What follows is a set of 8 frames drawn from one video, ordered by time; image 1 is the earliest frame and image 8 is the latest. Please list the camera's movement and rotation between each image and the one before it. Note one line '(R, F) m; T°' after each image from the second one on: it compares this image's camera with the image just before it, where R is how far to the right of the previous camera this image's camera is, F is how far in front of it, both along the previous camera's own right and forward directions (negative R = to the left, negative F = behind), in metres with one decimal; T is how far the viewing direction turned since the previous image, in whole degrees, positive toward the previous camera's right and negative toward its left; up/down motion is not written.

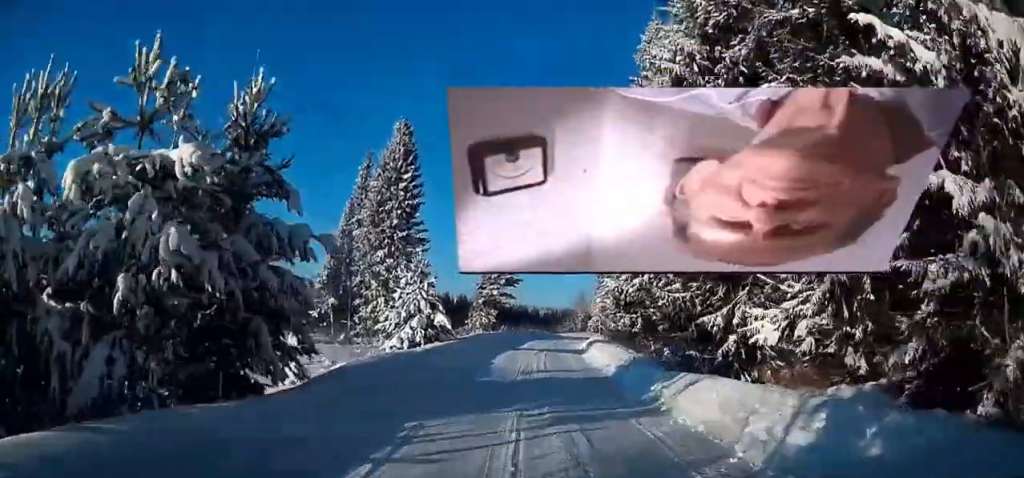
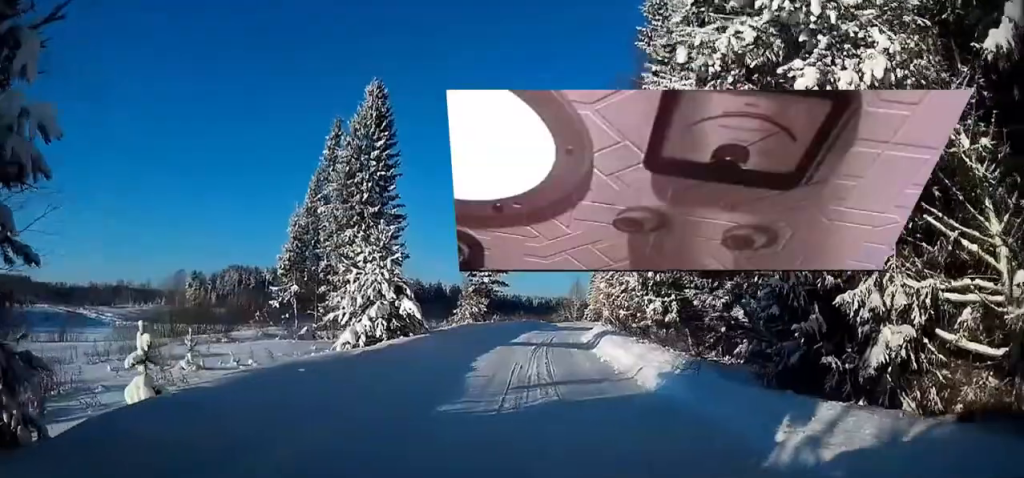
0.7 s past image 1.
(+0.2, +7.1) m; 0°
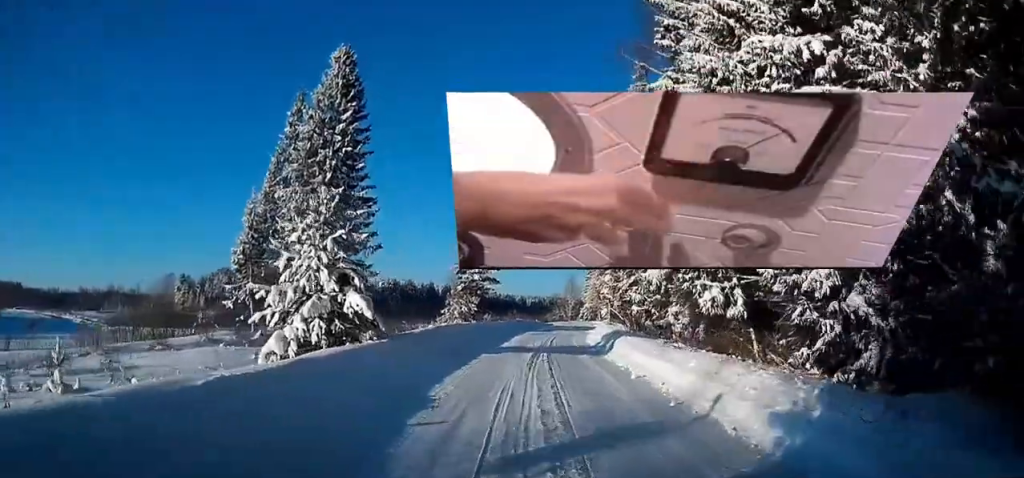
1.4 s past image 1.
(+0.1, +6.5) m; -2°
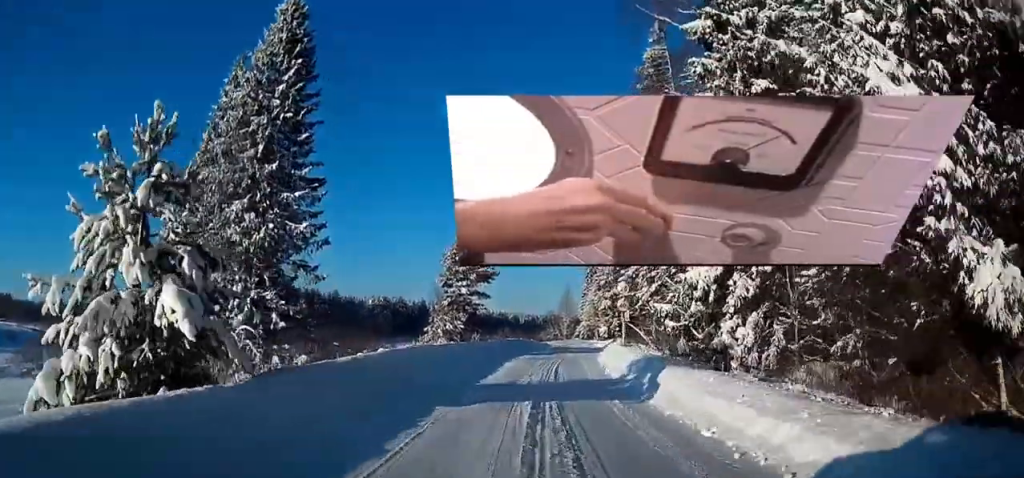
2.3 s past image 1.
(-0.6, +8.8) m; 0°
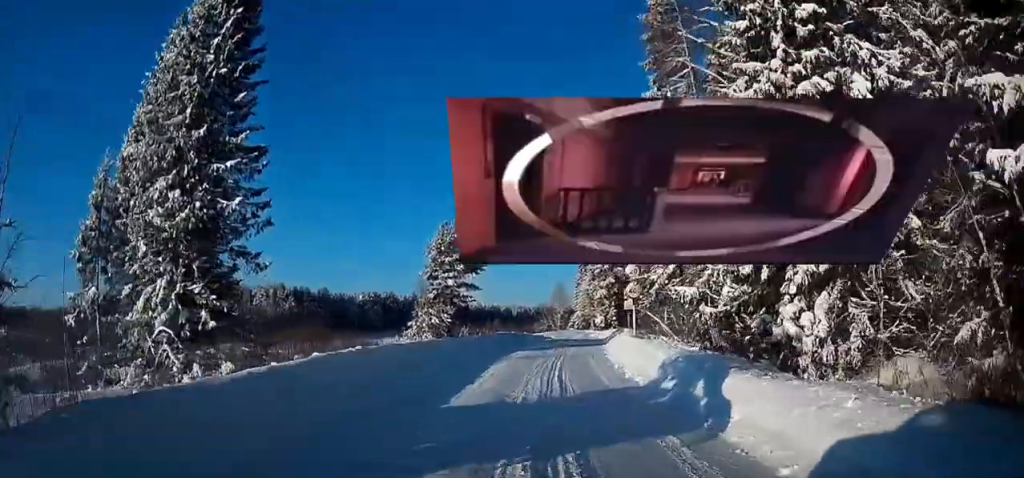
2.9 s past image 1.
(+0.3, +5.4) m; +1°
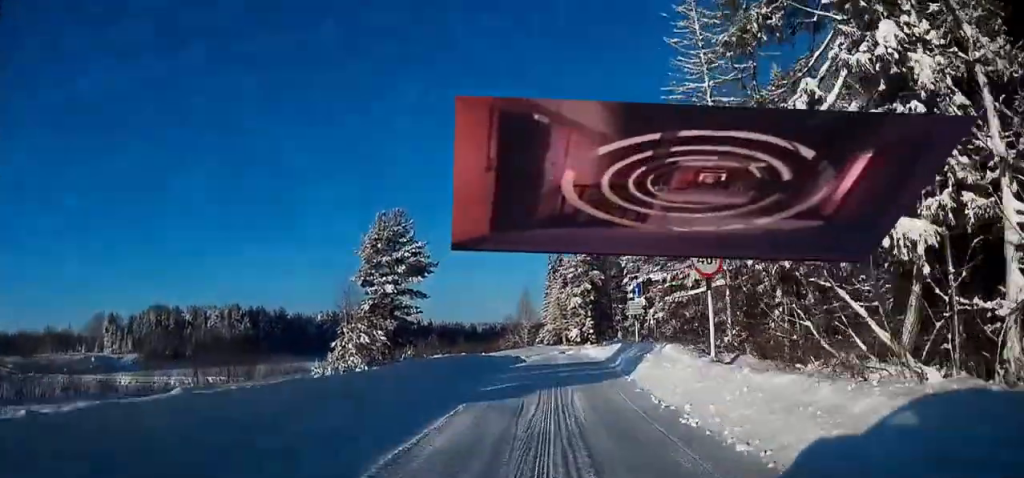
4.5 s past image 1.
(+0.2, +15.4) m; 0°
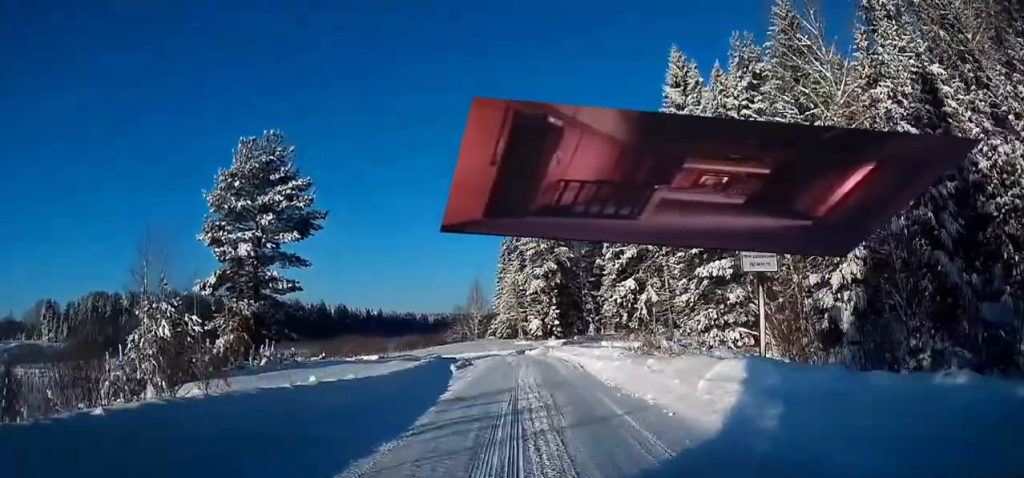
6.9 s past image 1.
(+0.2, +21.2) m; +2°
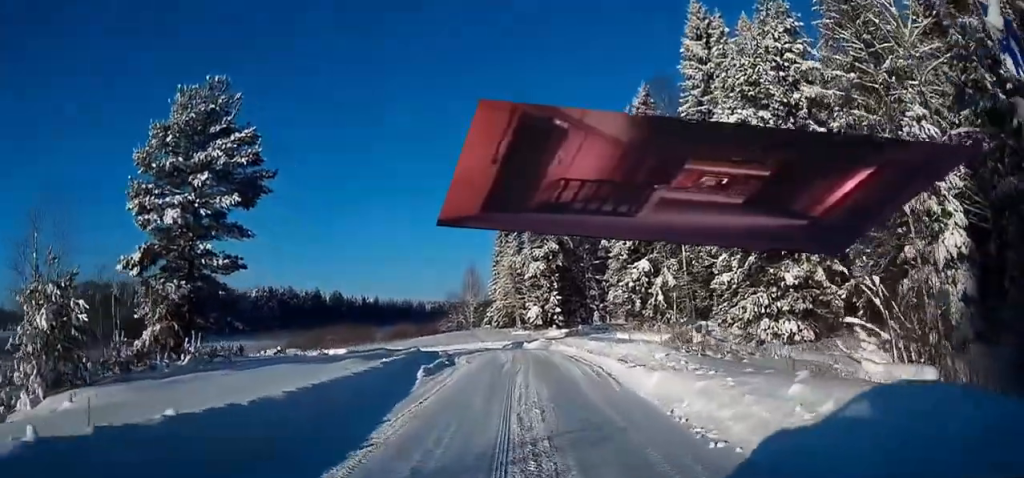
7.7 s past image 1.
(+0.1, +7.4) m; 0°
